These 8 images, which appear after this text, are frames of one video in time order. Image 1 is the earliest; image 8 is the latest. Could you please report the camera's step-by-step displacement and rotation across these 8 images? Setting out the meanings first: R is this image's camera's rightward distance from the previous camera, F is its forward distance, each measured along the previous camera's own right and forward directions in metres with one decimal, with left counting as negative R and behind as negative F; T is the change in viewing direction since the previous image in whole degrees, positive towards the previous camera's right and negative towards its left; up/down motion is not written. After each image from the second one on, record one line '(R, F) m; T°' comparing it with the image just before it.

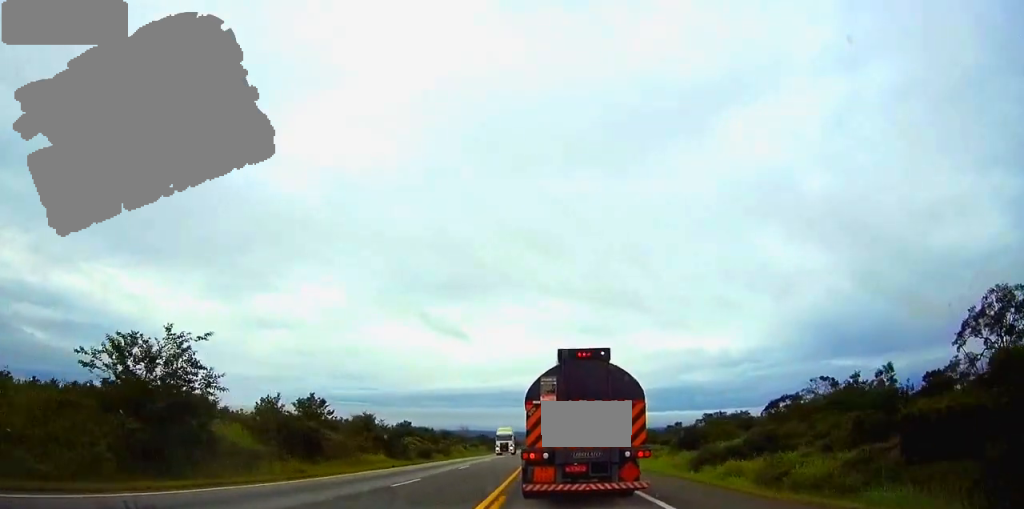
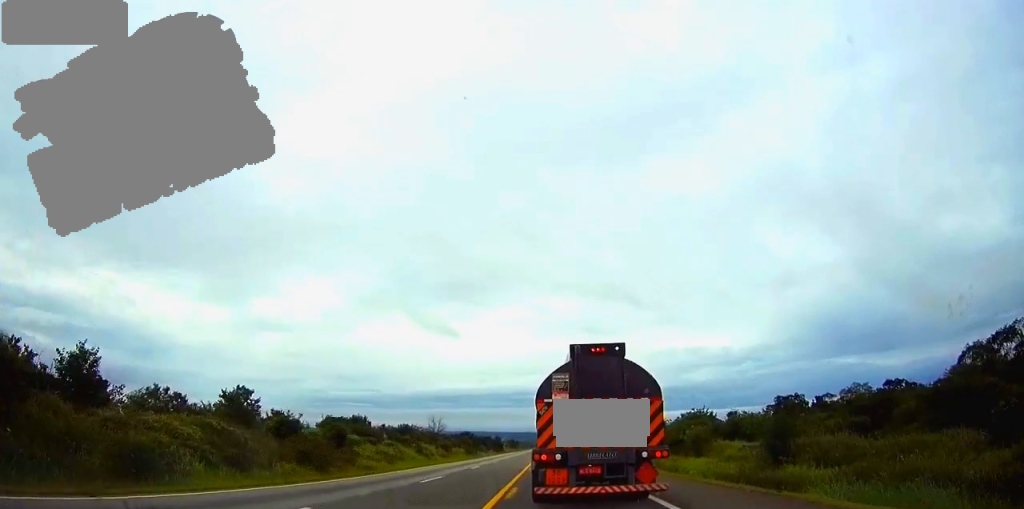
(0.0, +61.7) m; 0°
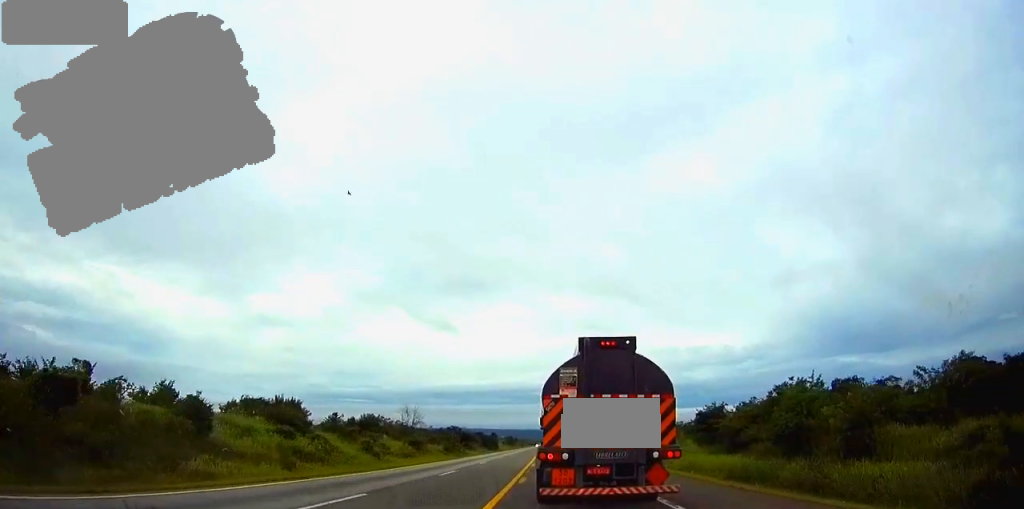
(0.0, +29.3) m; 0°
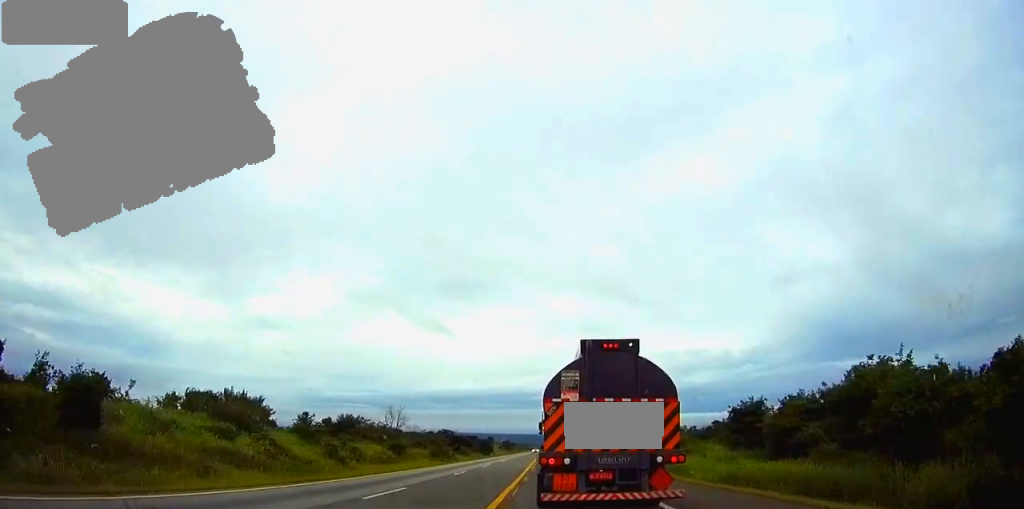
(0.0, +11.6) m; 0°
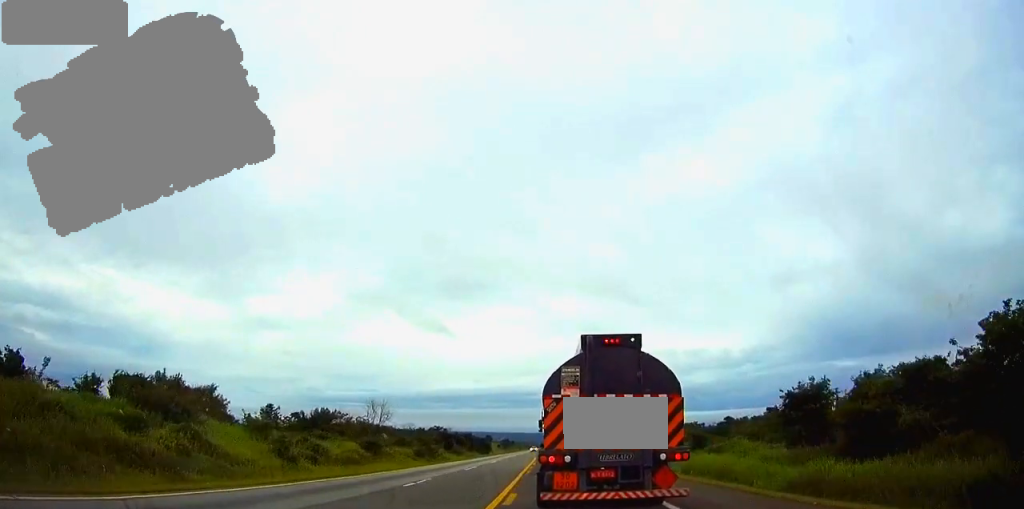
(0.0, +11.7) m; 0°
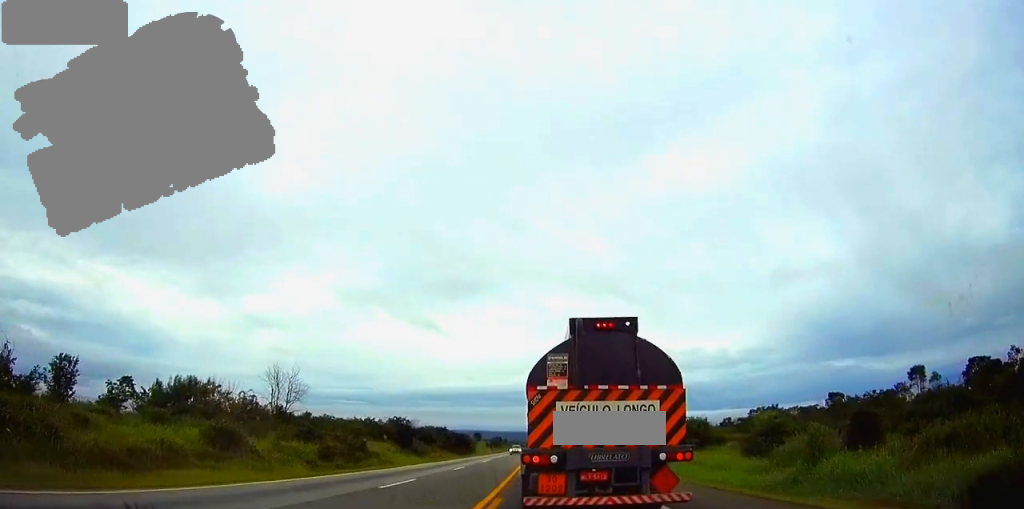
(0.0, +35.1) m; 0°
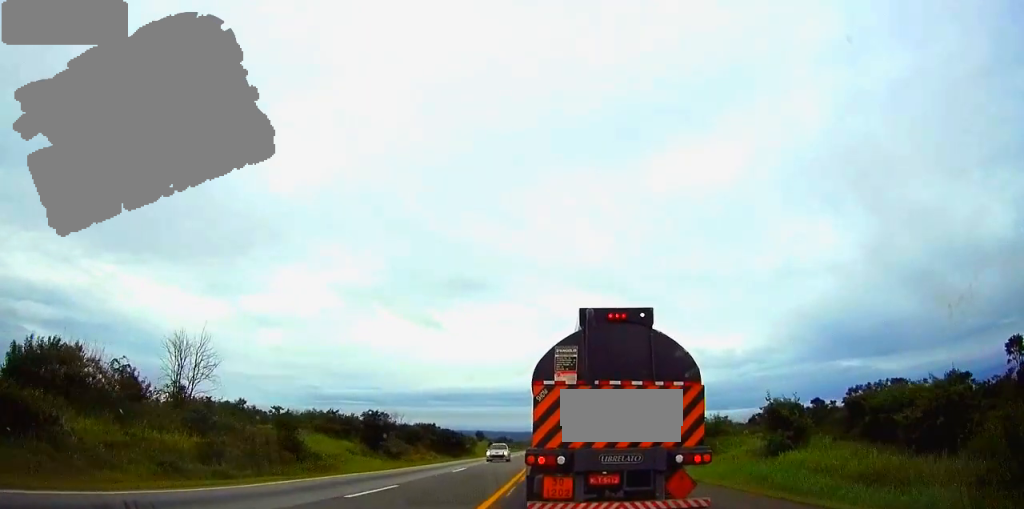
(-0.1, +20.0) m; -1°
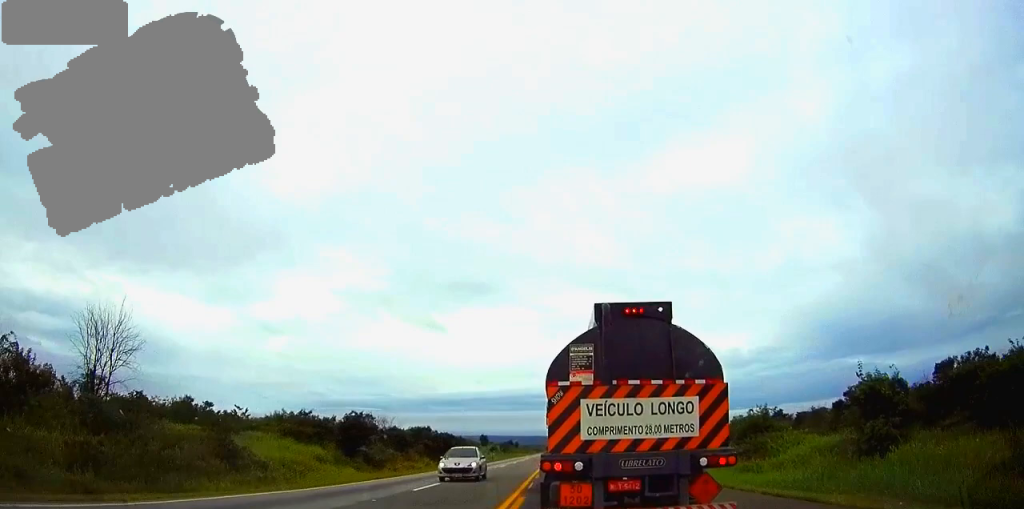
(+0.1, +11.0) m; 0°
